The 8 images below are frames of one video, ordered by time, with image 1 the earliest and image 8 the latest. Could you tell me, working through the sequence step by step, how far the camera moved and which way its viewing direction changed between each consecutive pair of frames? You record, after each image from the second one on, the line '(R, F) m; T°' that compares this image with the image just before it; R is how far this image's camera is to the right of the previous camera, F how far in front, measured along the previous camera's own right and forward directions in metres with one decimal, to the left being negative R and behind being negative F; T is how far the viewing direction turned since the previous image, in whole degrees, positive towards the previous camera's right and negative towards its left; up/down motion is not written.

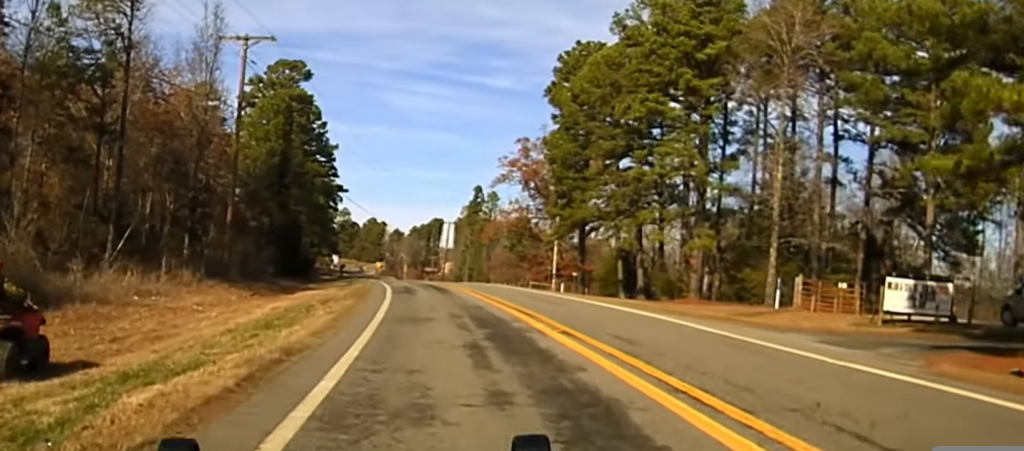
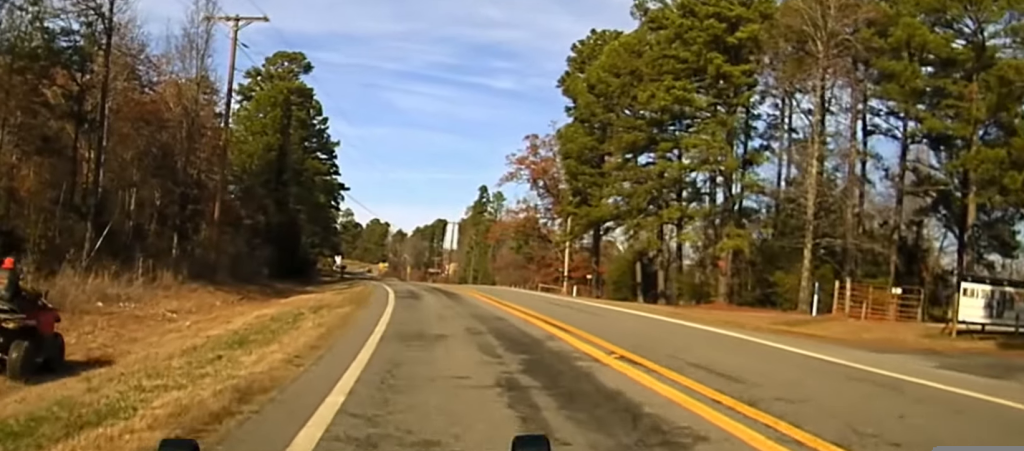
(0.0, +5.7) m; +1°
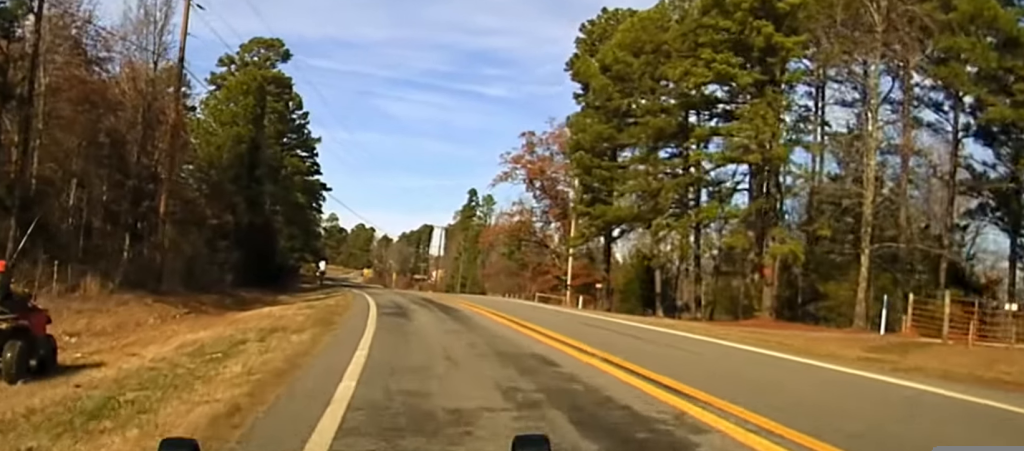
(+0.1, +8.6) m; +5°
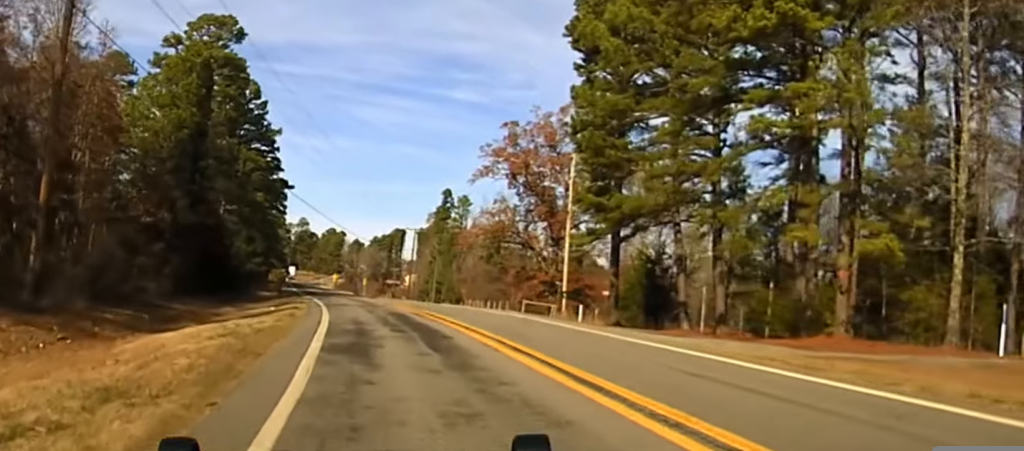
(+0.4, +7.9) m; 0°
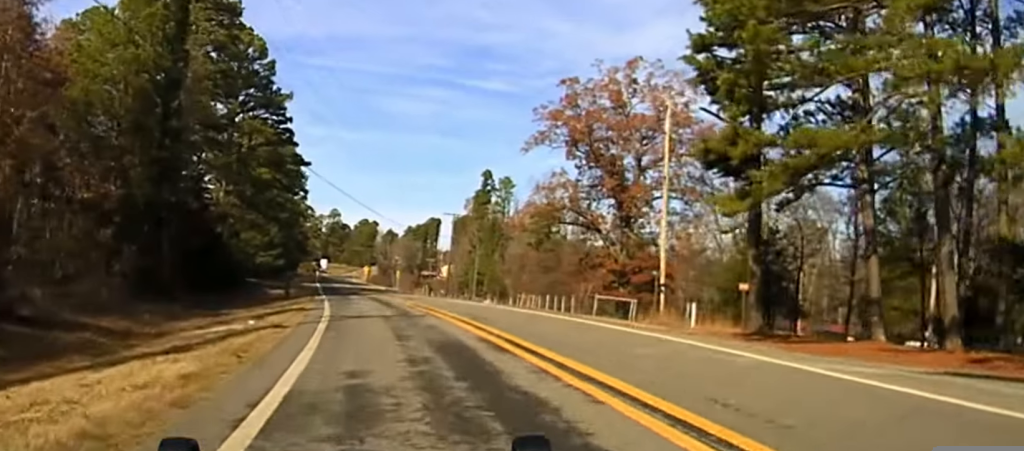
(-0.6, +10.5) m; -3°
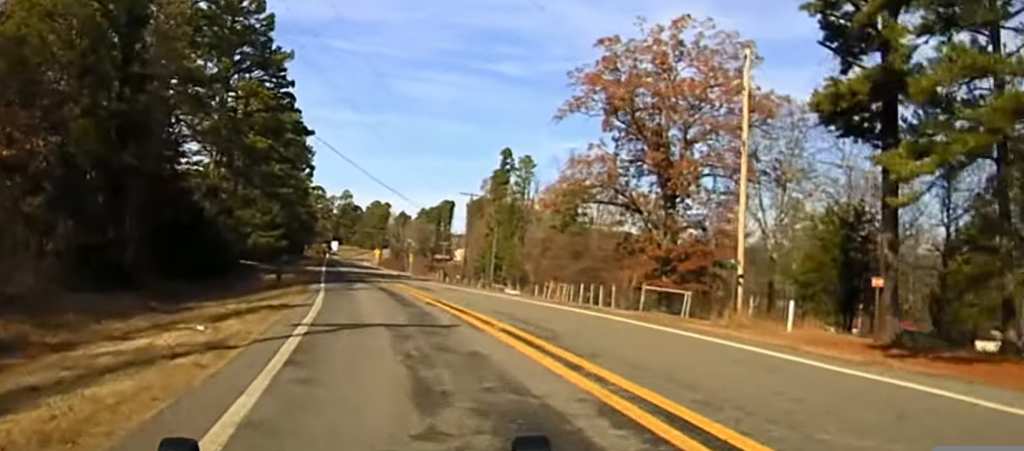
(0.0, +7.4) m; 0°
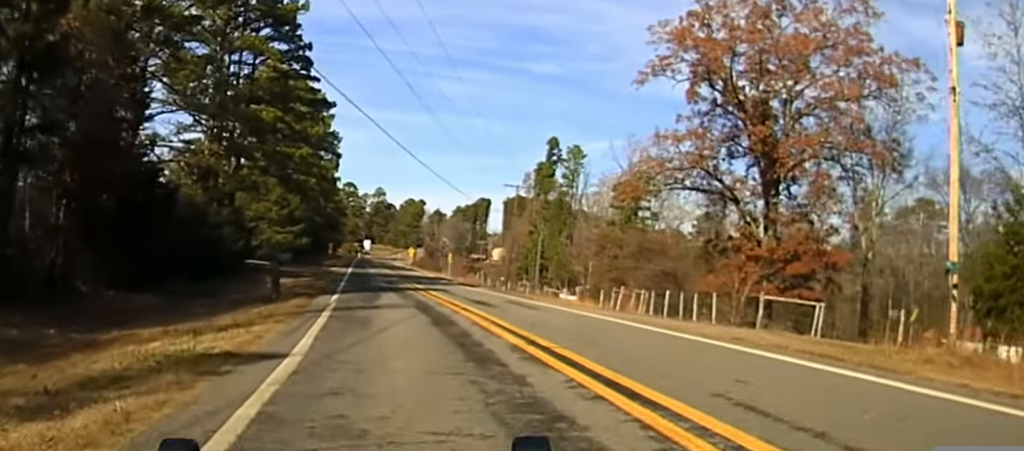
(-0.1, +14.0) m; -1°
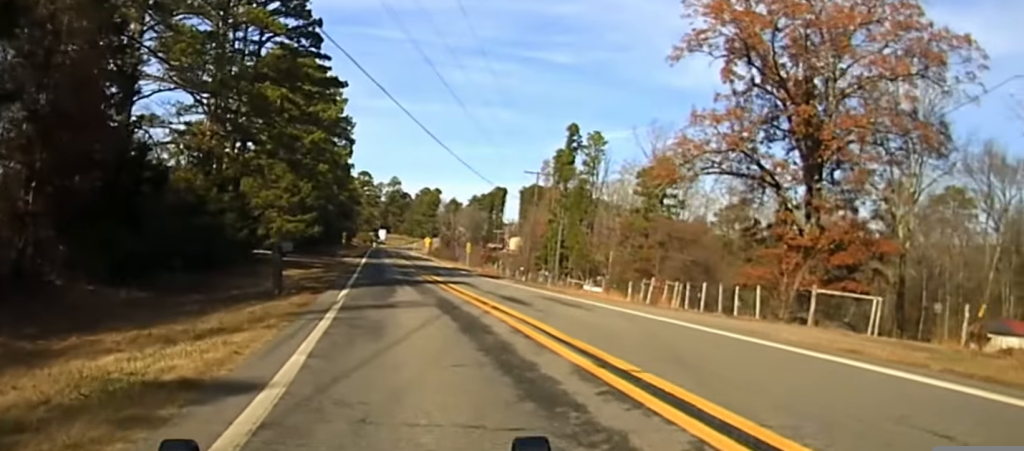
(-0.1, +6.5) m; 0°
